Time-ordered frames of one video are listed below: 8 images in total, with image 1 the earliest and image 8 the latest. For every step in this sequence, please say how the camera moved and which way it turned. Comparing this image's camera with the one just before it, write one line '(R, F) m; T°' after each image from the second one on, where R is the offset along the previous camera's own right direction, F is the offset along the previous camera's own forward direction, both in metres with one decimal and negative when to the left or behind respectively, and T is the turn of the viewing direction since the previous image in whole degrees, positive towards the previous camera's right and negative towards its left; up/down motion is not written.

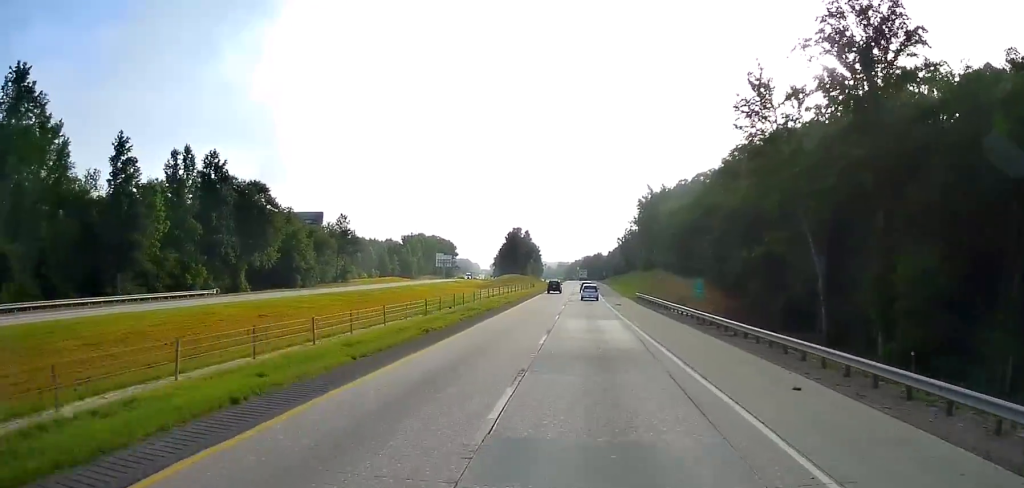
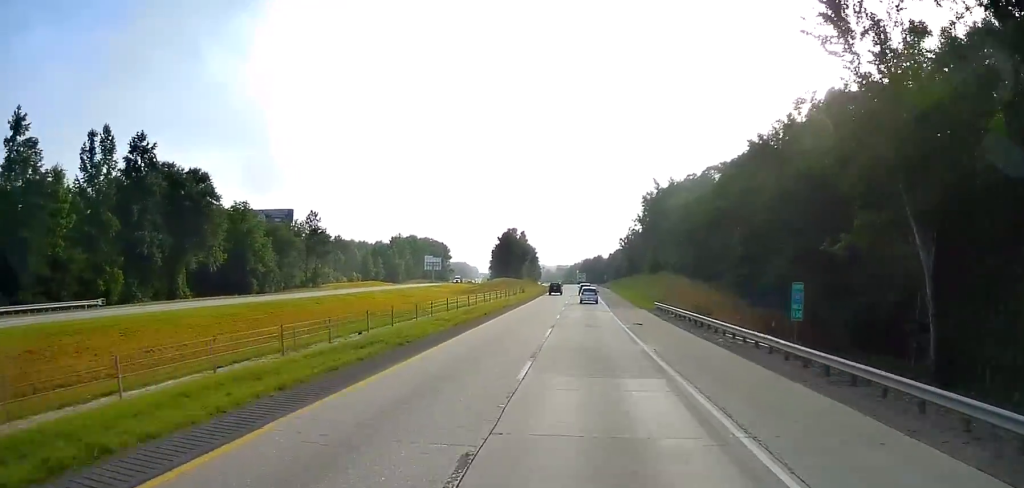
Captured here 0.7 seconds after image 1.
(+0.2, +20.6) m; 0°
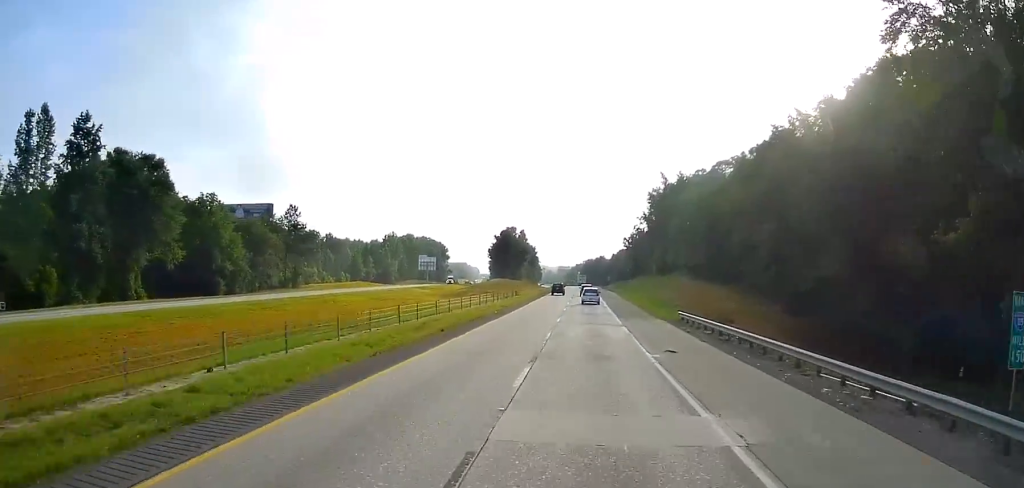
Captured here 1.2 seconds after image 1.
(0.0, +13.2) m; 0°
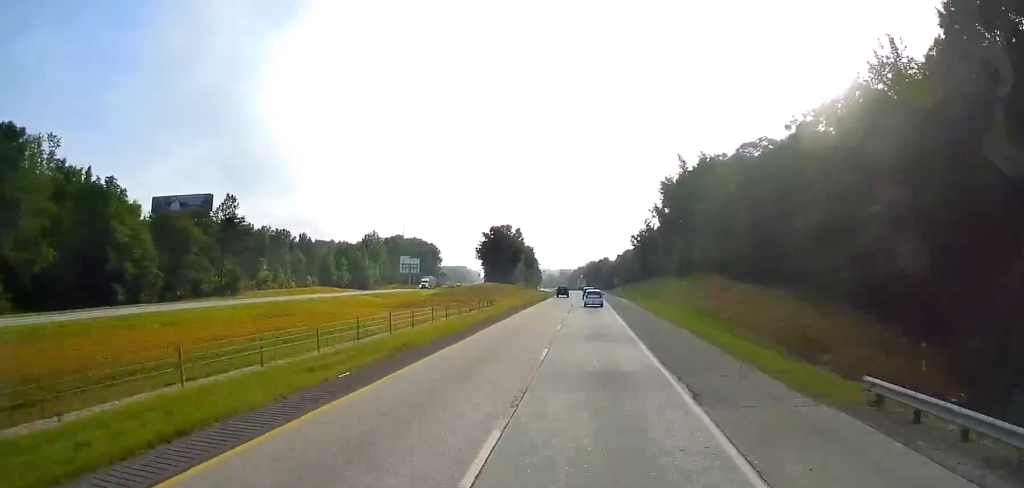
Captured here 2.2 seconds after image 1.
(-0.3, +29.6) m; 0°
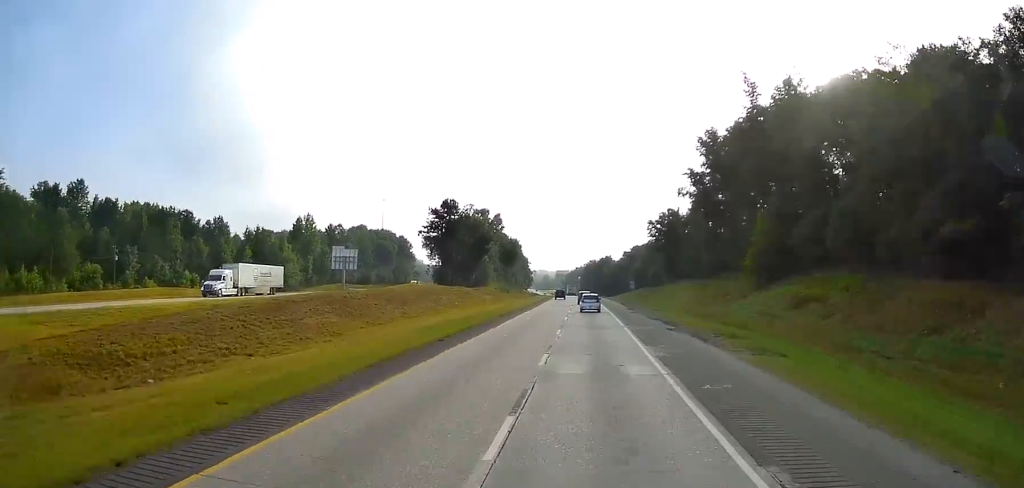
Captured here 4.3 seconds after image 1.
(-0.1, +62.5) m; 0°
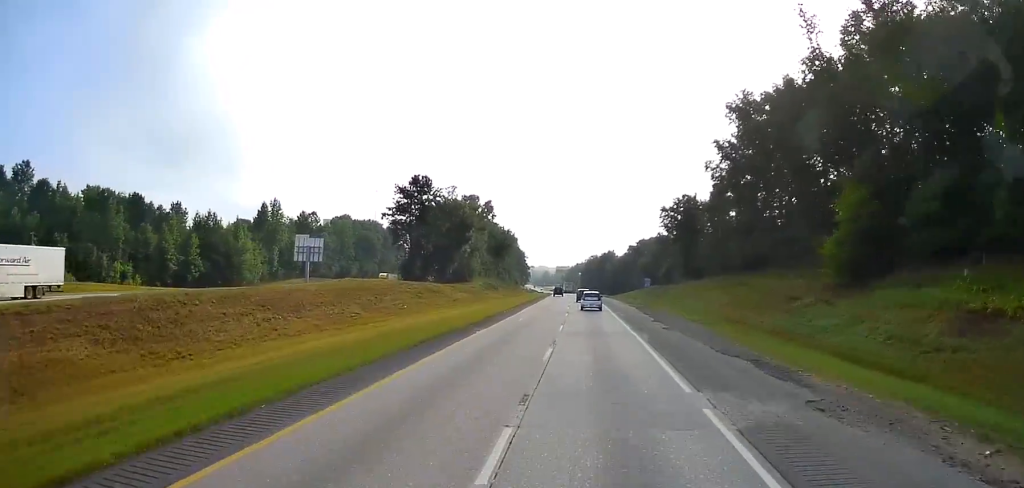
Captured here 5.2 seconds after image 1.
(+0.2, +23.5) m; 0°
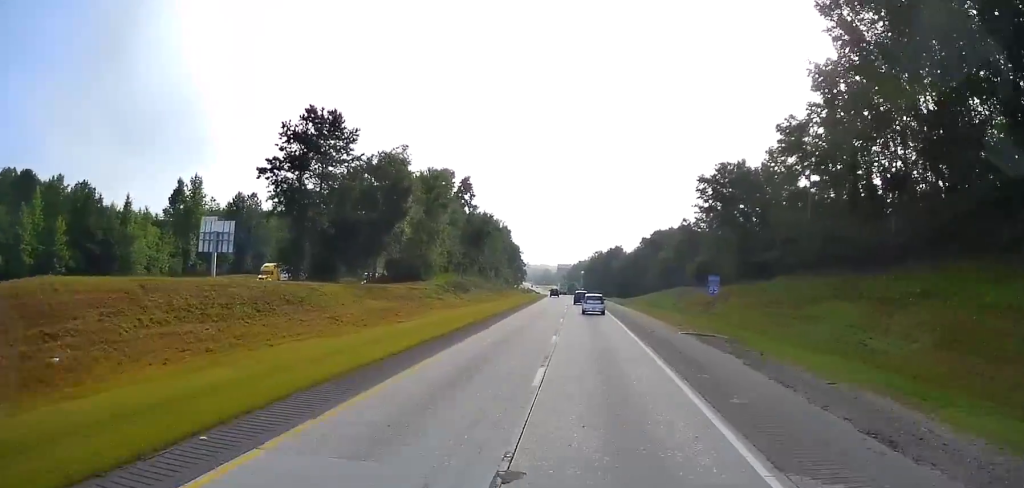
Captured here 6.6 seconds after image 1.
(-0.3, +40.9) m; -1°
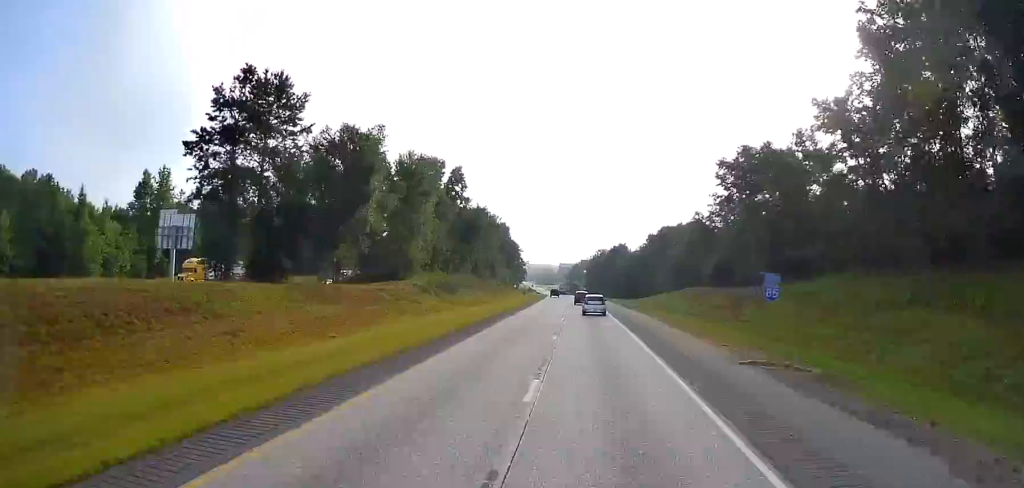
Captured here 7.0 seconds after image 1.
(0.0, +13.0) m; 0°
